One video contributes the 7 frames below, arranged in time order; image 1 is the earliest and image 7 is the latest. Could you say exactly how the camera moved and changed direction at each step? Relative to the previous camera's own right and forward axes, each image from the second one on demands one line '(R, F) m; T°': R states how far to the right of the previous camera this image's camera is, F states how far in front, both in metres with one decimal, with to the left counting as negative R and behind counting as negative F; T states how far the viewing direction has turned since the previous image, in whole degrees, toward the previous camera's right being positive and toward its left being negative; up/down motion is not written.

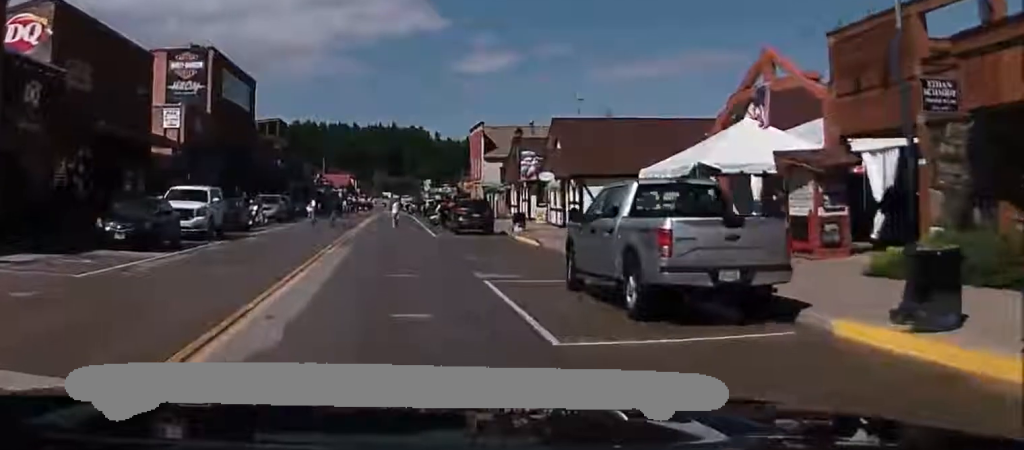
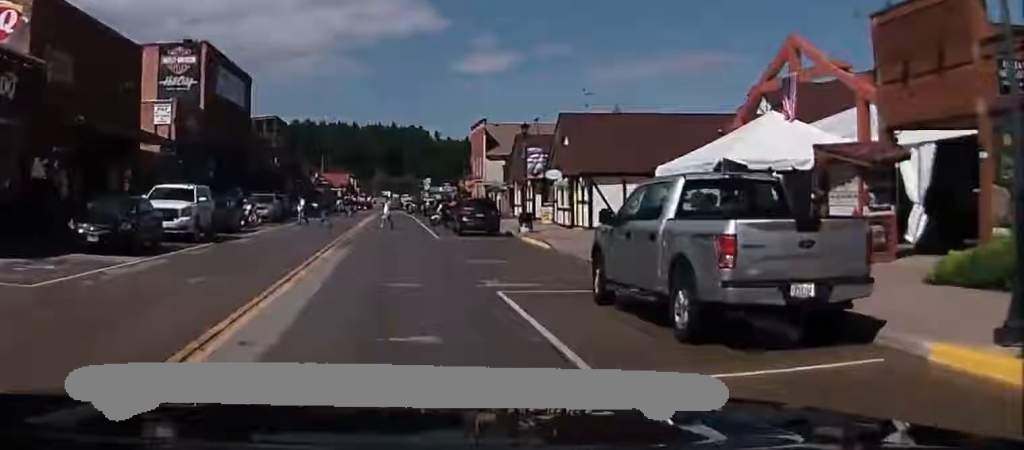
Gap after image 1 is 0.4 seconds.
(-0.2, +2.0) m; 0°
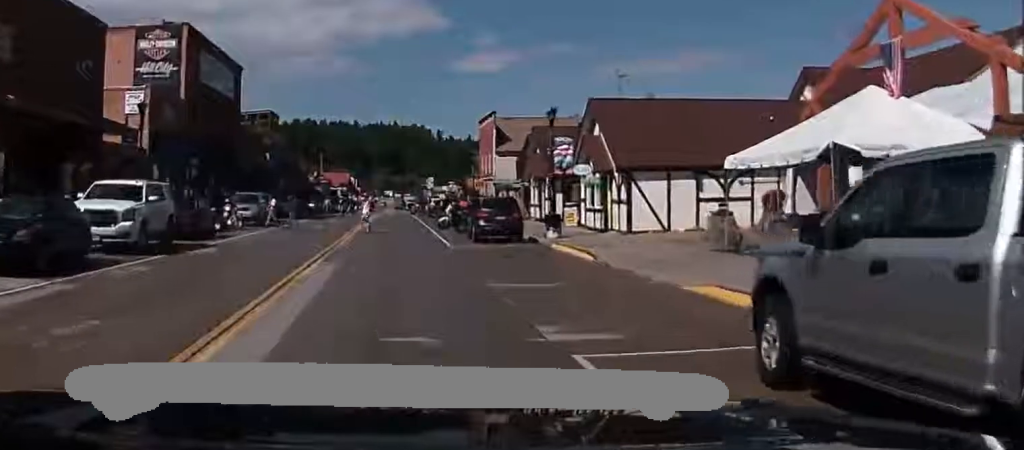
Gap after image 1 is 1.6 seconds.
(+0.2, +6.0) m; -1°
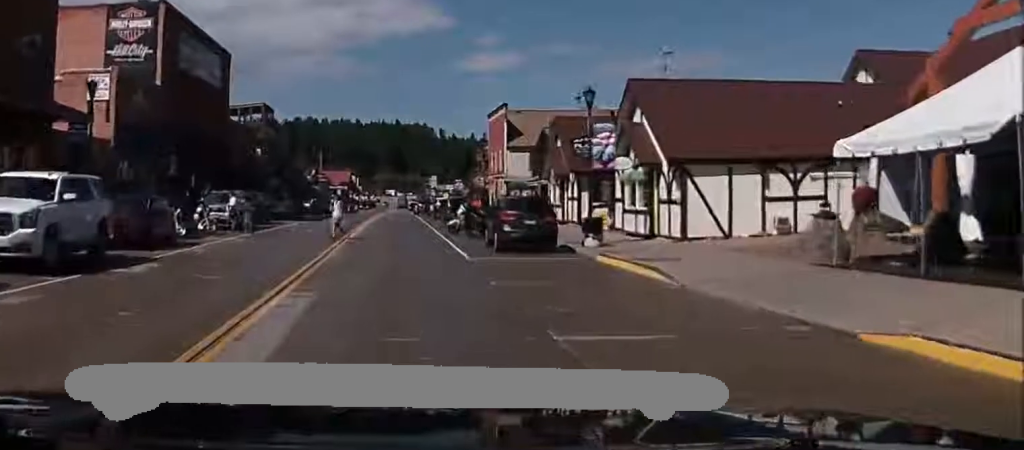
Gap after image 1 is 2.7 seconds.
(-0.3, +6.0) m; 0°
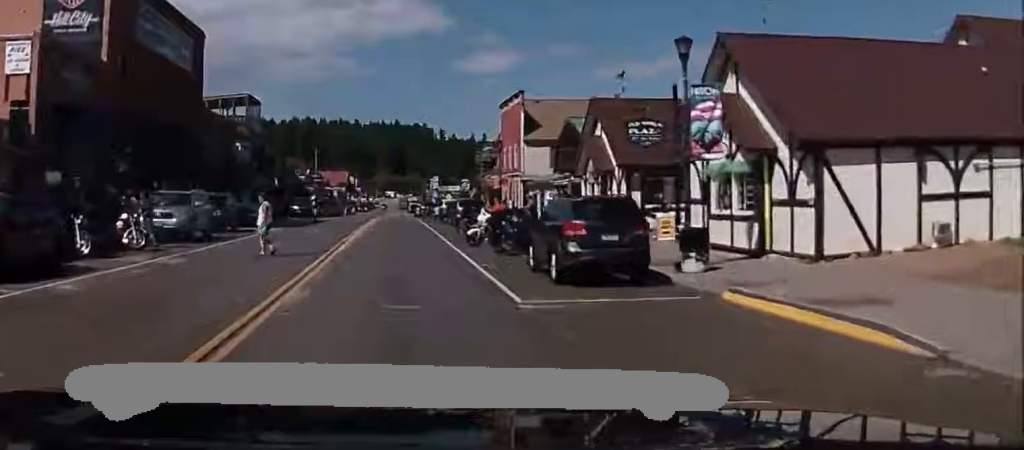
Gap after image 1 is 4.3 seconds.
(+0.6, +9.1) m; +4°
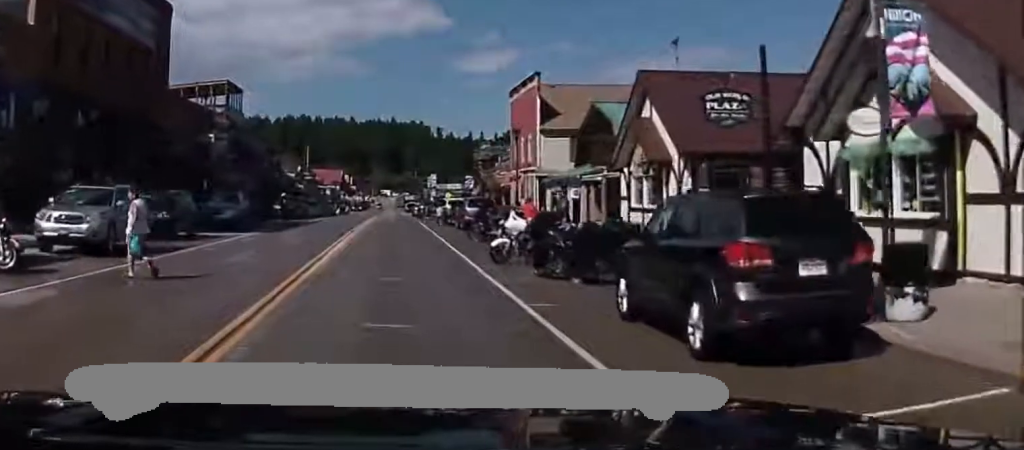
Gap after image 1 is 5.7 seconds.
(0.0, +7.8) m; -4°
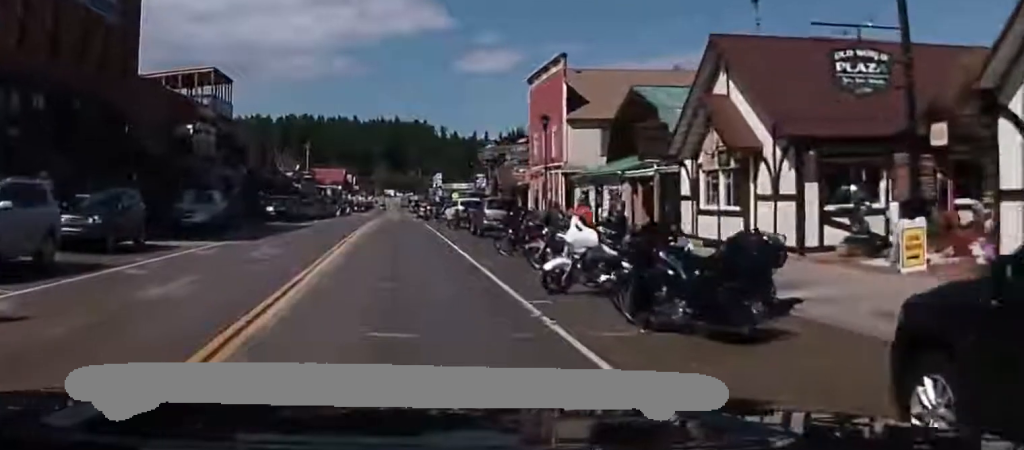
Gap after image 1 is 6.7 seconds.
(-0.4, +6.5) m; -1°
